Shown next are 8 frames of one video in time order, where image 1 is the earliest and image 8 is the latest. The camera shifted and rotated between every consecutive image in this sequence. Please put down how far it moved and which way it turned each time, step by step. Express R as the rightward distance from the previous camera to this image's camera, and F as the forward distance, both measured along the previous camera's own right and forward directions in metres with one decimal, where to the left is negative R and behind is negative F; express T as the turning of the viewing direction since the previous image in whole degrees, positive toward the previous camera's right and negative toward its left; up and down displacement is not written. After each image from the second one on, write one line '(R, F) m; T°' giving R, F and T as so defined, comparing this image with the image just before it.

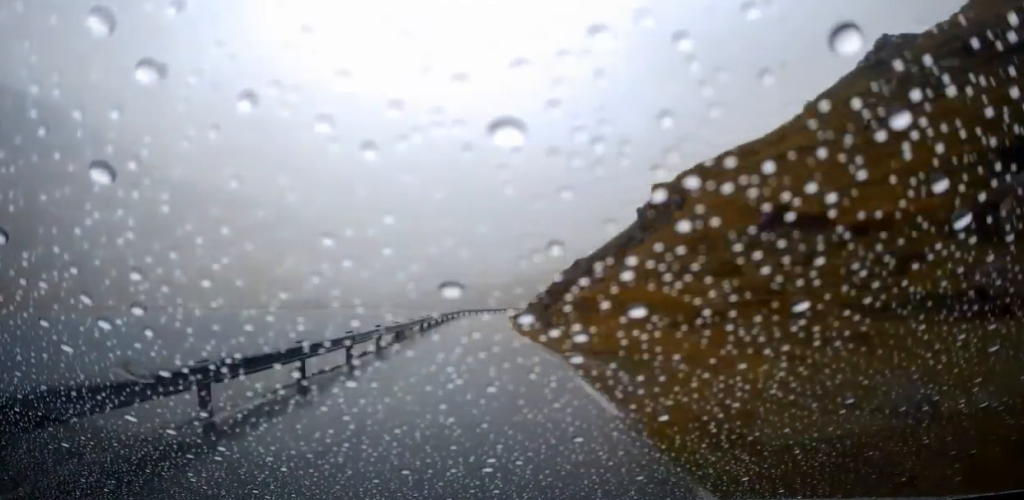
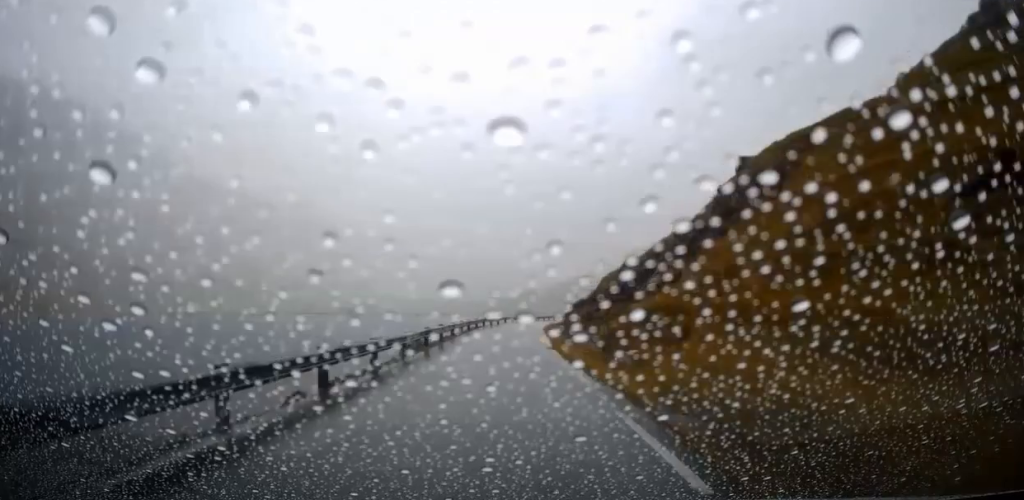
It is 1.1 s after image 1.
(-0.8, +8.5) m; -3°
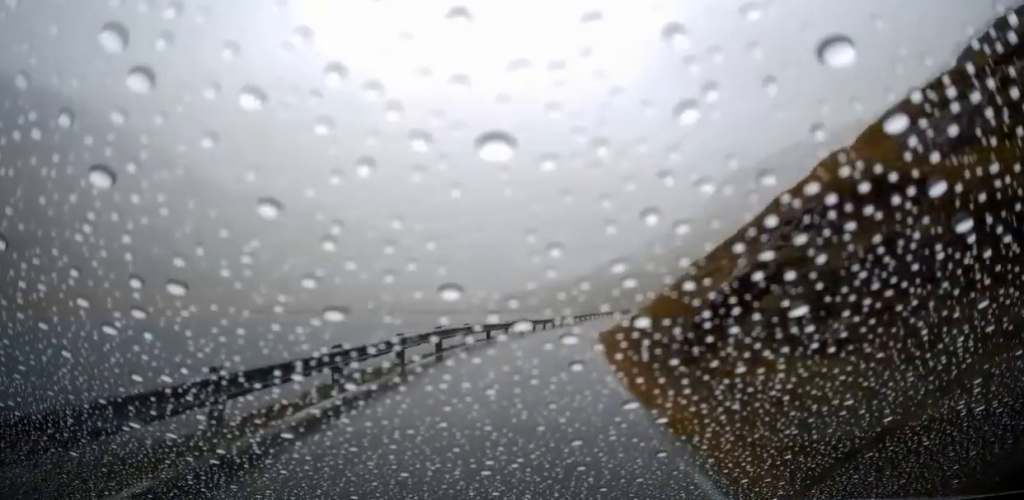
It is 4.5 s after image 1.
(-1.4, +31.3) m; -1°
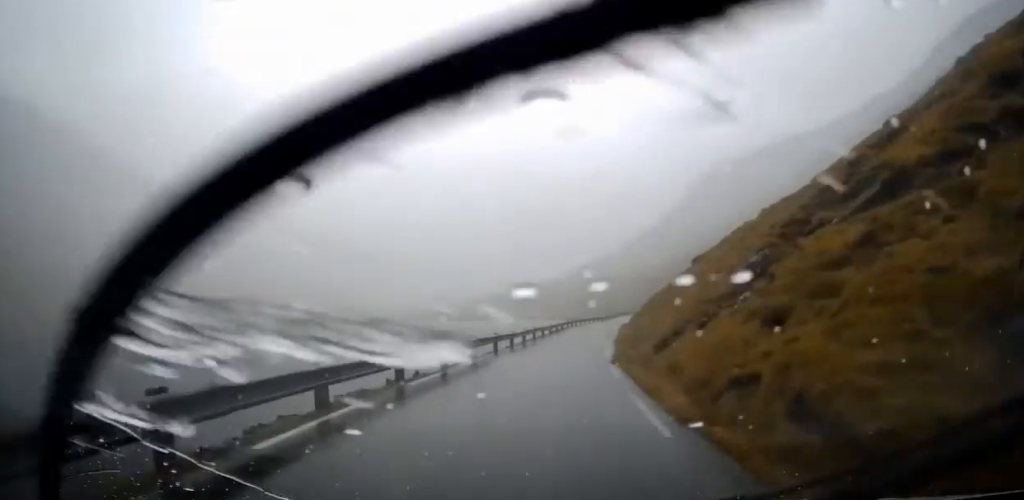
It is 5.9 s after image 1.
(-0.3, +13.2) m; +3°
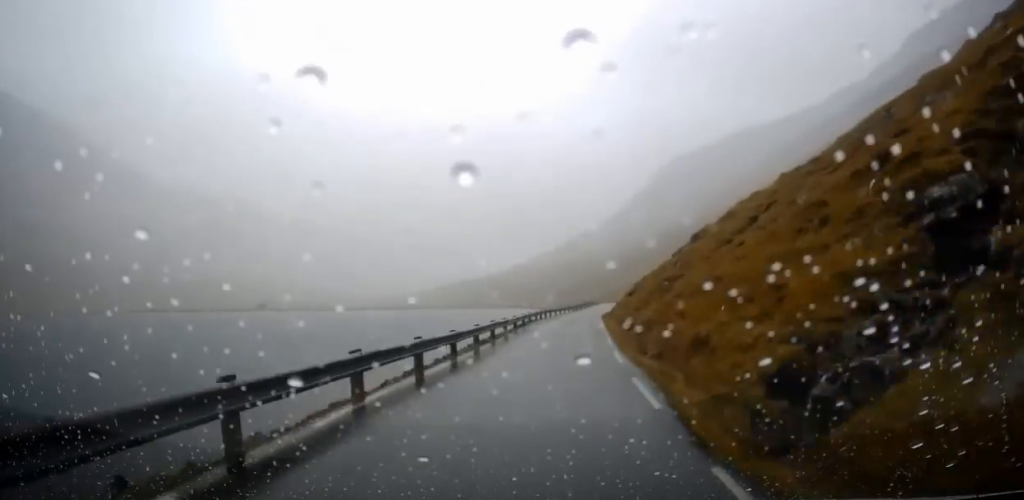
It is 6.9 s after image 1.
(+0.8, +11.0) m; +3°
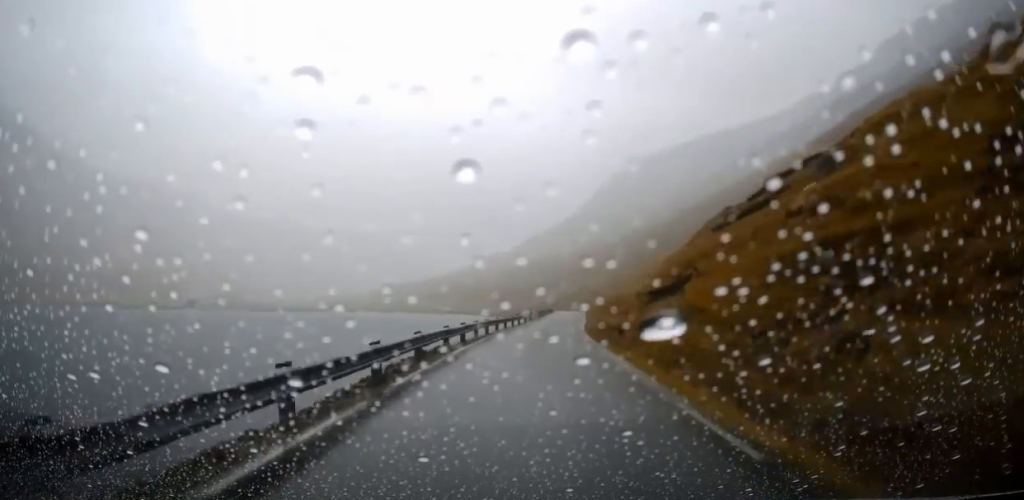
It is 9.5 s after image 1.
(+1.4, +26.6) m; +5°
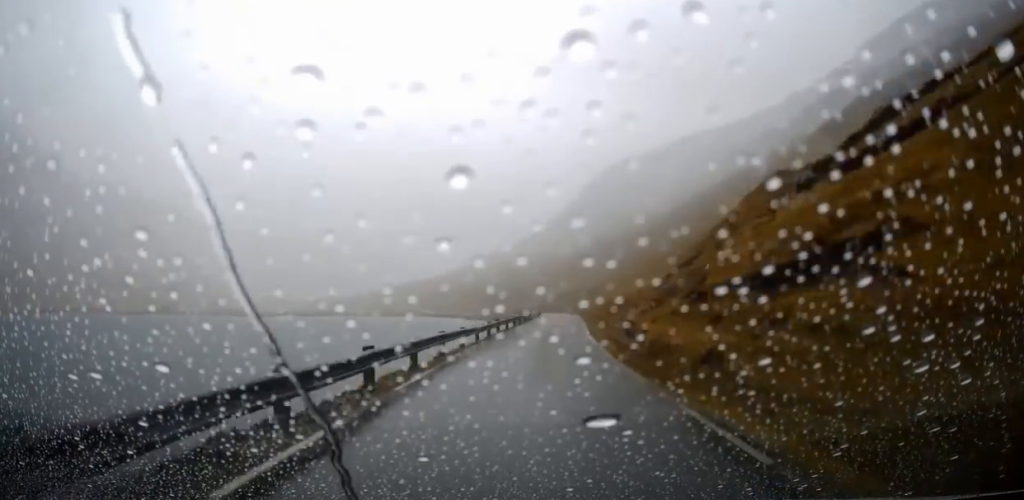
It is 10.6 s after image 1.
(+0.3, +12.1) m; +2°
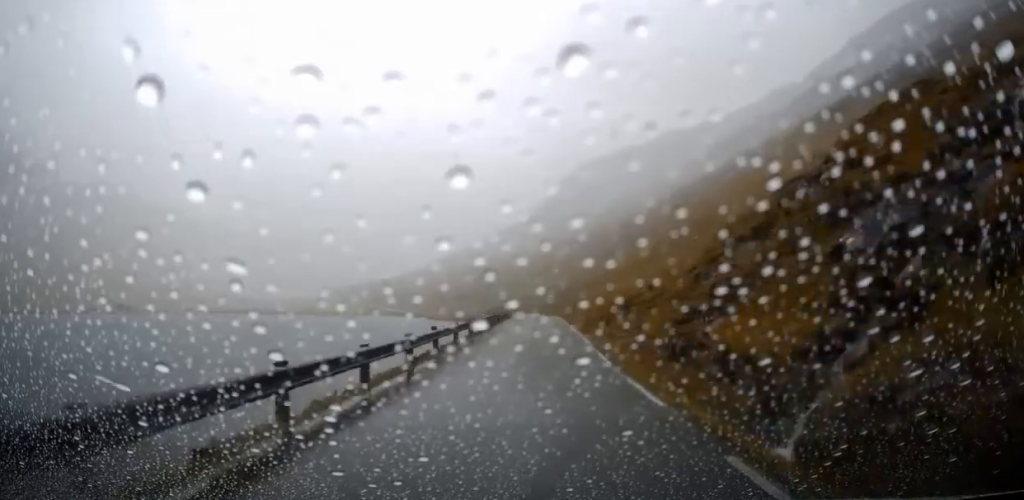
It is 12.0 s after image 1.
(+0.2, +15.0) m; +3°
